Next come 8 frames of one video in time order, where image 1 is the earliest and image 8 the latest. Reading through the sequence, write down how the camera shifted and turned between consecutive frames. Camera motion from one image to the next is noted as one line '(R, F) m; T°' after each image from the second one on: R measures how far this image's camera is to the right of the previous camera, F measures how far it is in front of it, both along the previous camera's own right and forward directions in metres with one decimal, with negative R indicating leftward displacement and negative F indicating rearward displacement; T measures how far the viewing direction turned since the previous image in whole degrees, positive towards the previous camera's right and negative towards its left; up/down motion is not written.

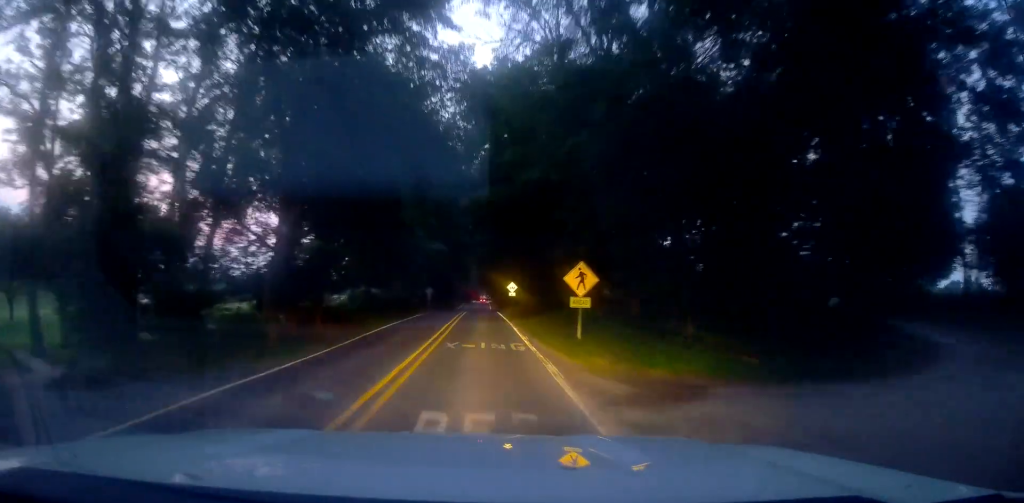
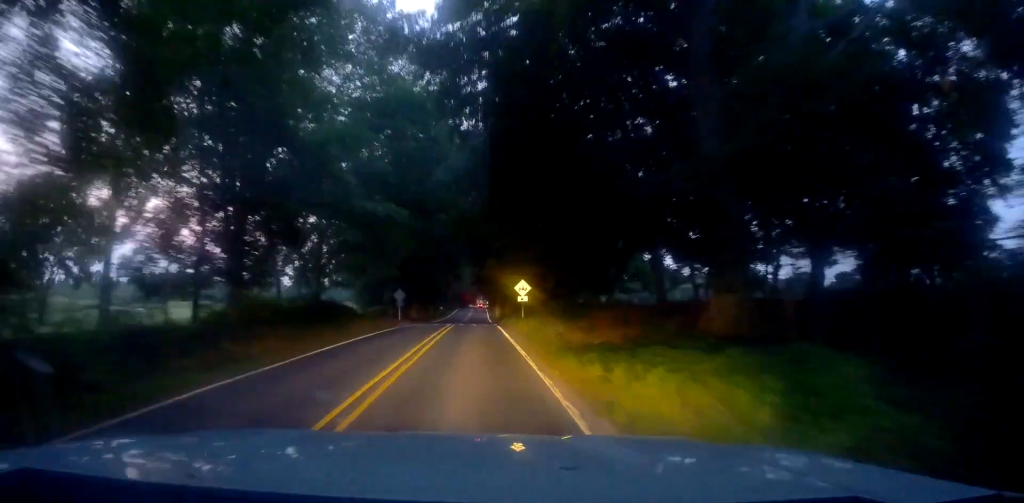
(+0.5, +21.5) m; +1°
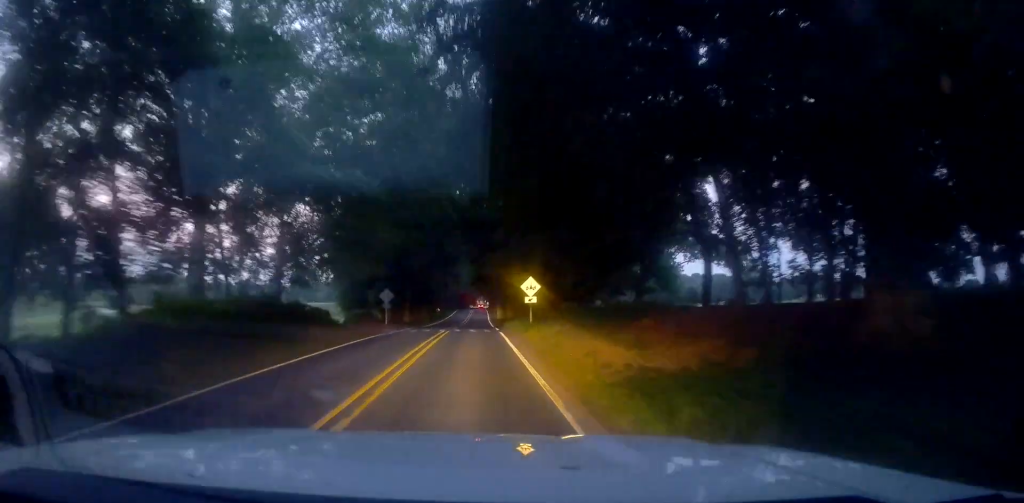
(0.0, +6.4) m; 0°
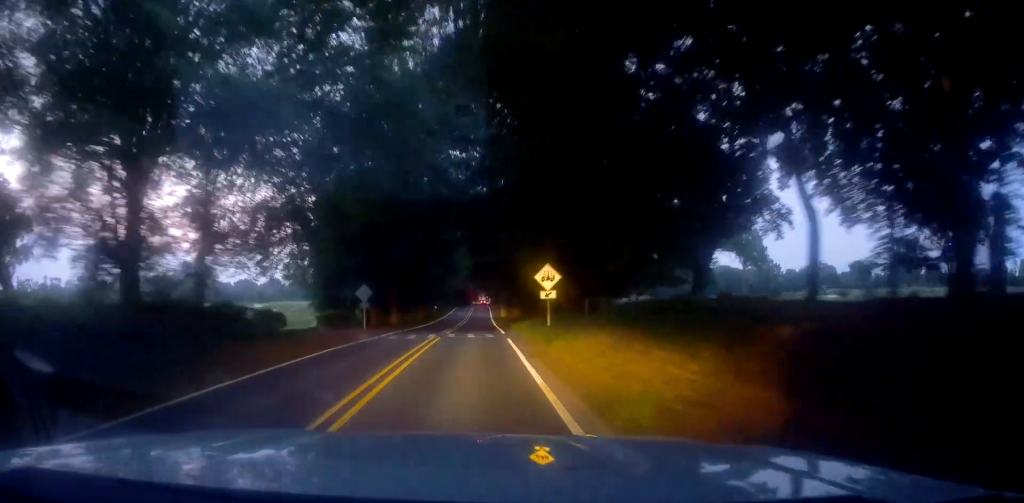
(0.0, +7.9) m; 0°
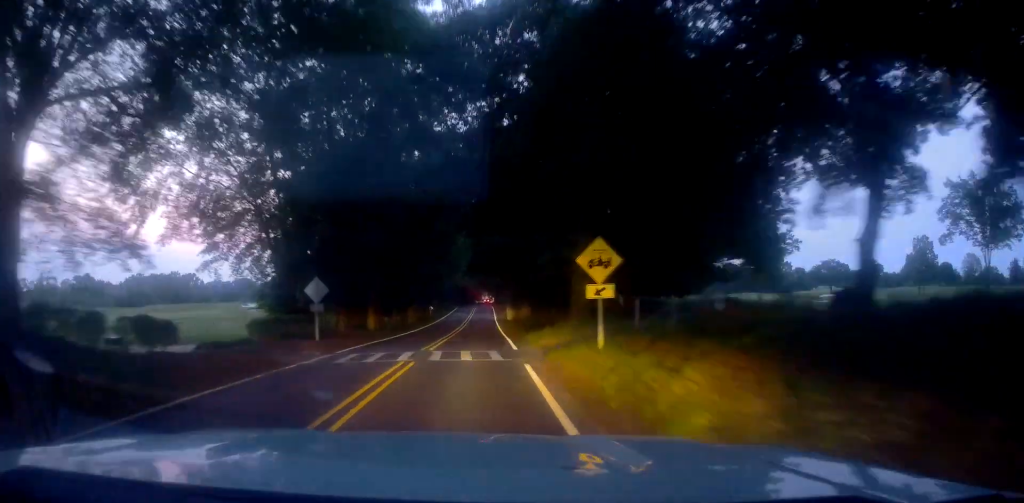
(0.0, +9.7) m; 0°
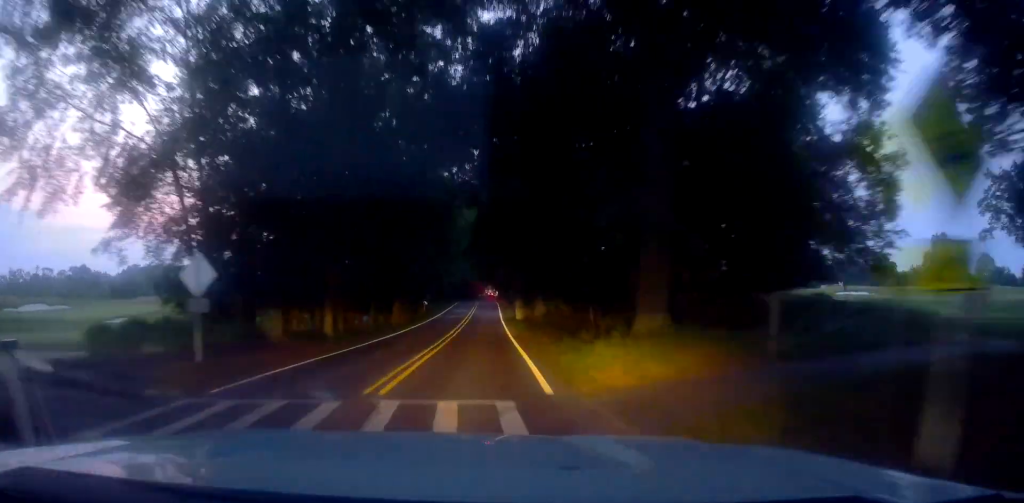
(0.0, +10.0) m; 0°
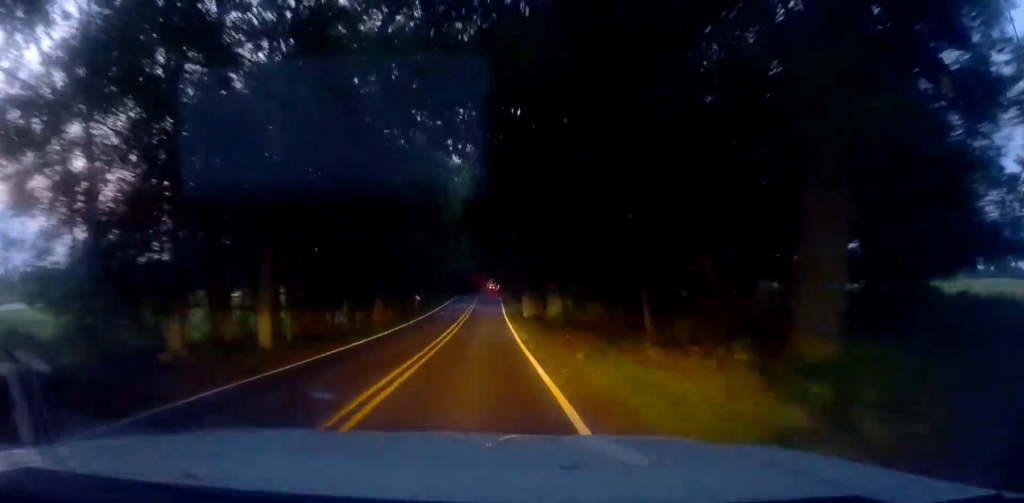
(0.0, +7.2) m; 0°
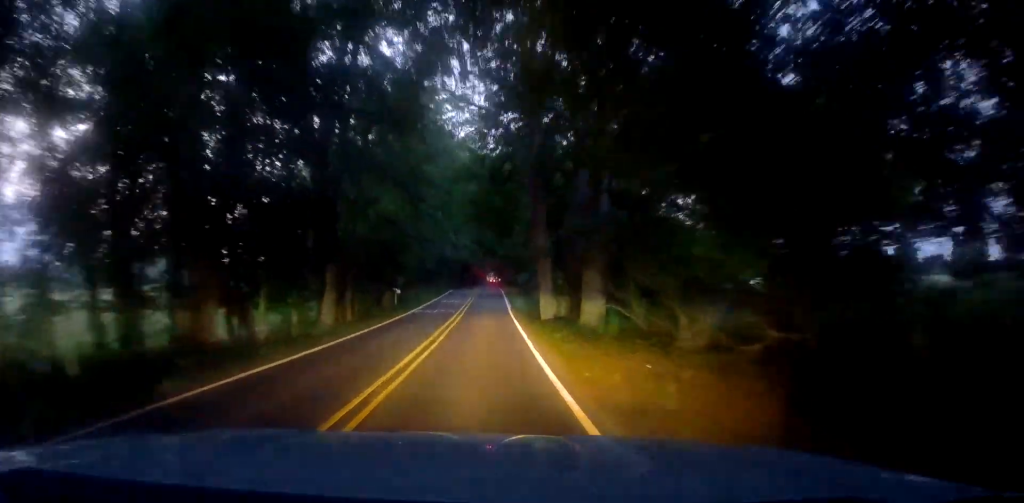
(0.0, +11.1) m; 0°
